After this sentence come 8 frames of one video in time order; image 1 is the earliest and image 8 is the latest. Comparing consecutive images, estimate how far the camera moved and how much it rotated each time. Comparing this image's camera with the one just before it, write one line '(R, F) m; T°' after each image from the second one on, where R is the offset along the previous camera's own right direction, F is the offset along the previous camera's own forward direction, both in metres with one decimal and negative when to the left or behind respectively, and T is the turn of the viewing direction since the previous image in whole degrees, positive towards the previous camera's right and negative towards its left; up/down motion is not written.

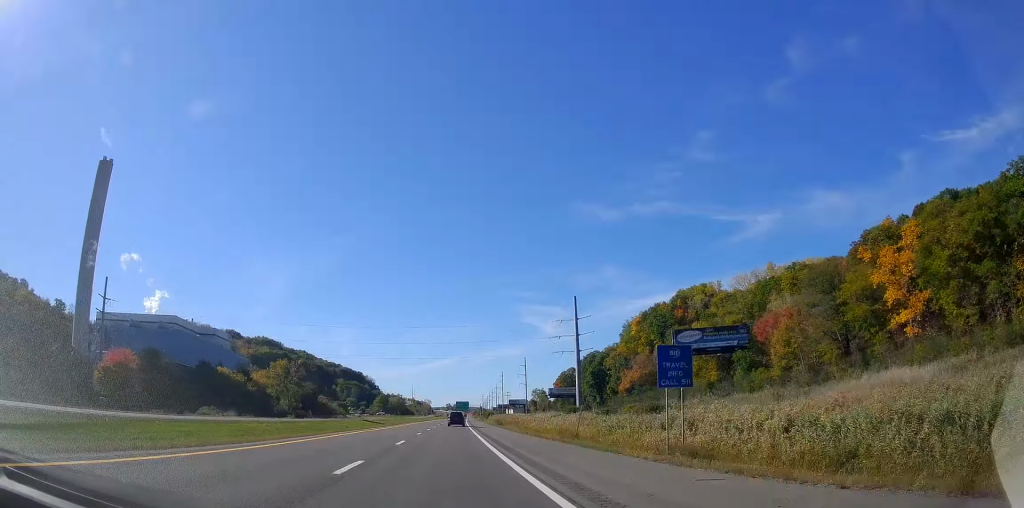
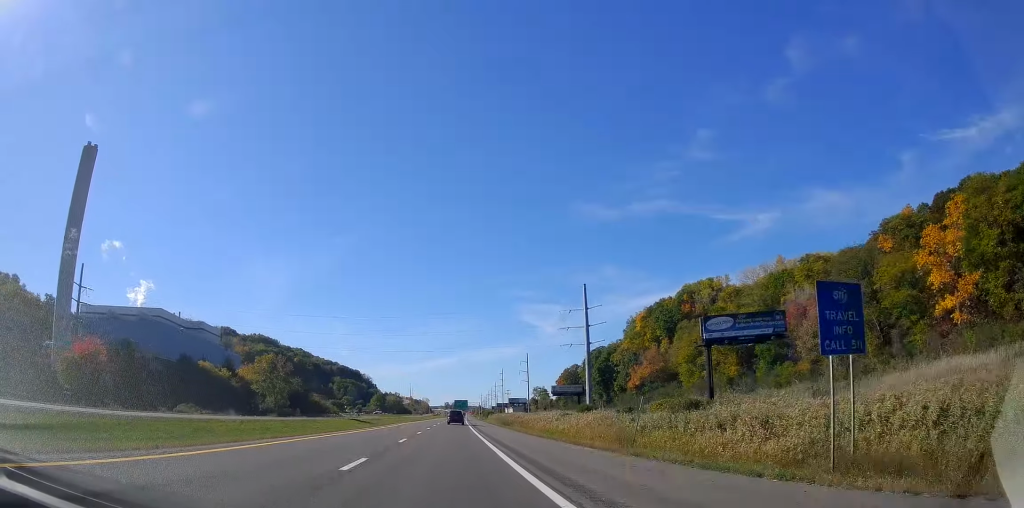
(+0.1, +11.6) m; 0°
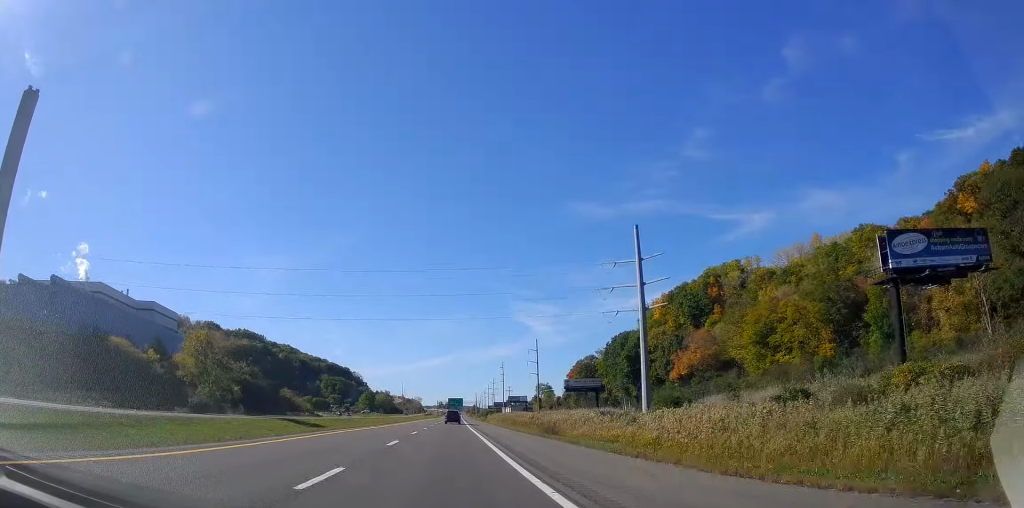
(0.0, +39.4) m; 0°
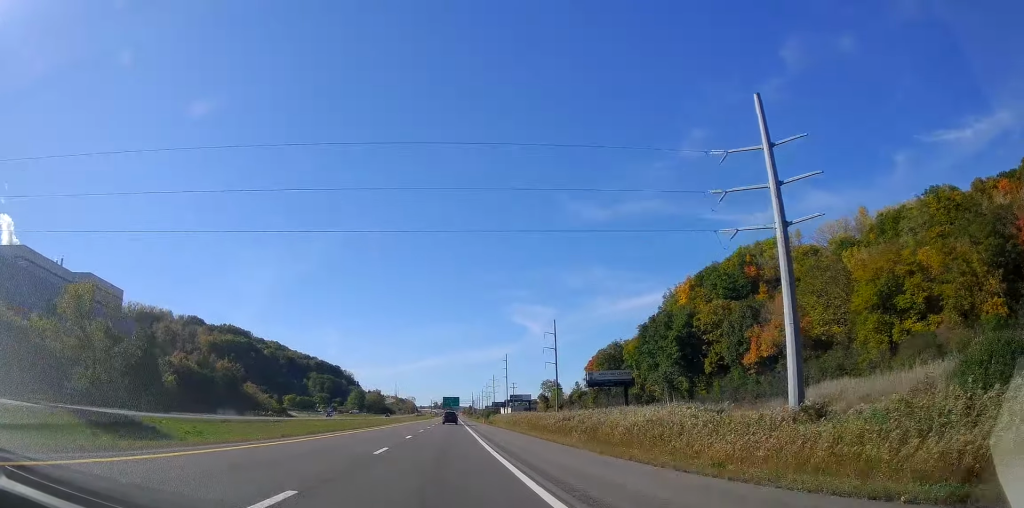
(-0.1, +39.3) m; 0°
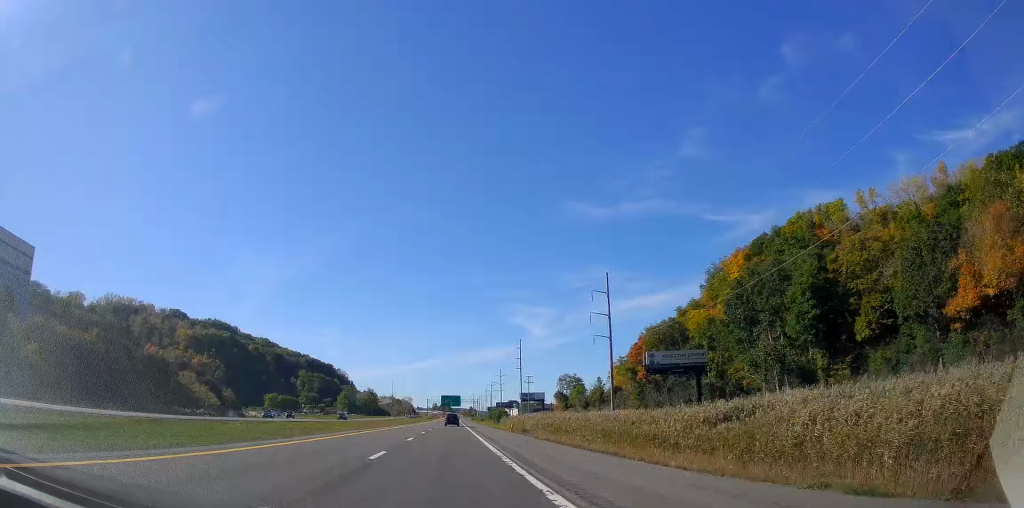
(0.0, +50.0) m; 0°
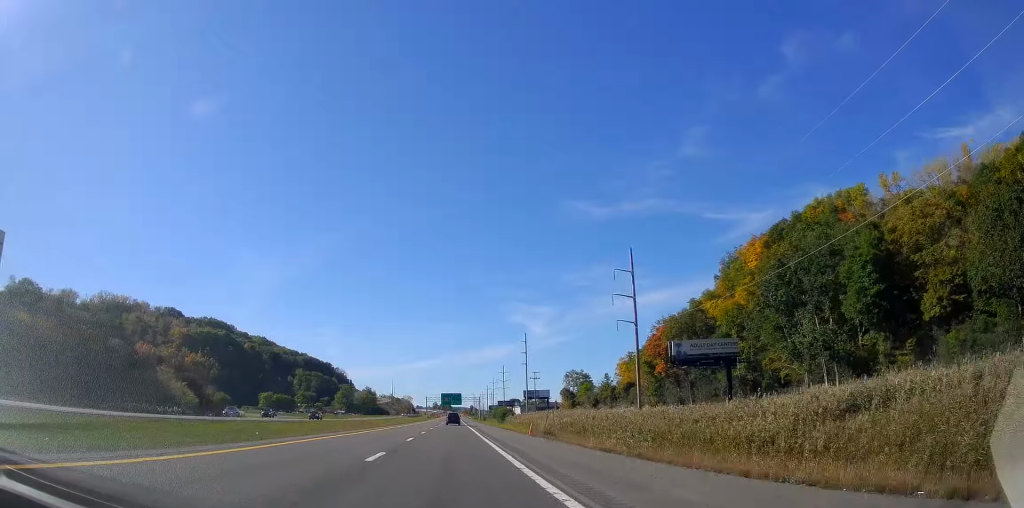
(0.0, +13.5) m; 0°
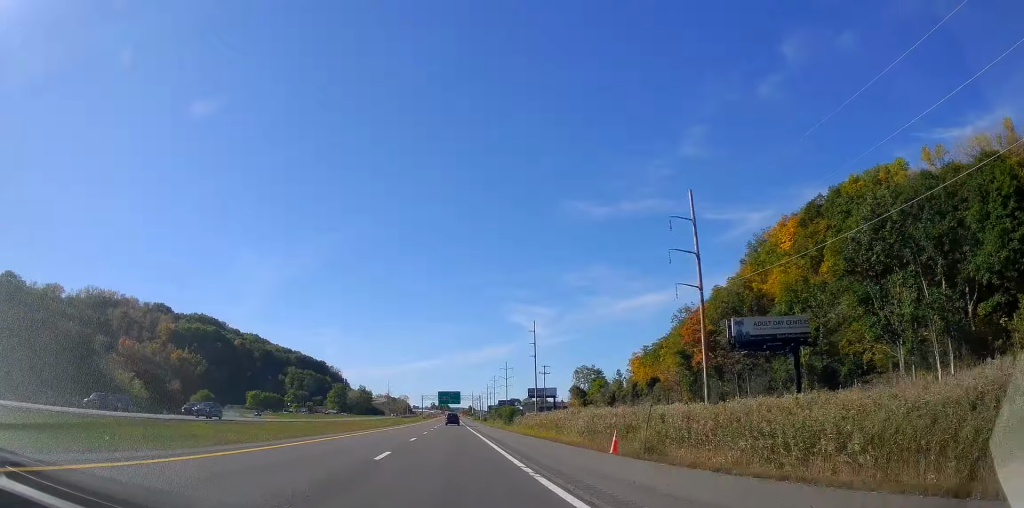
(+0.1, +23.1) m; 0°
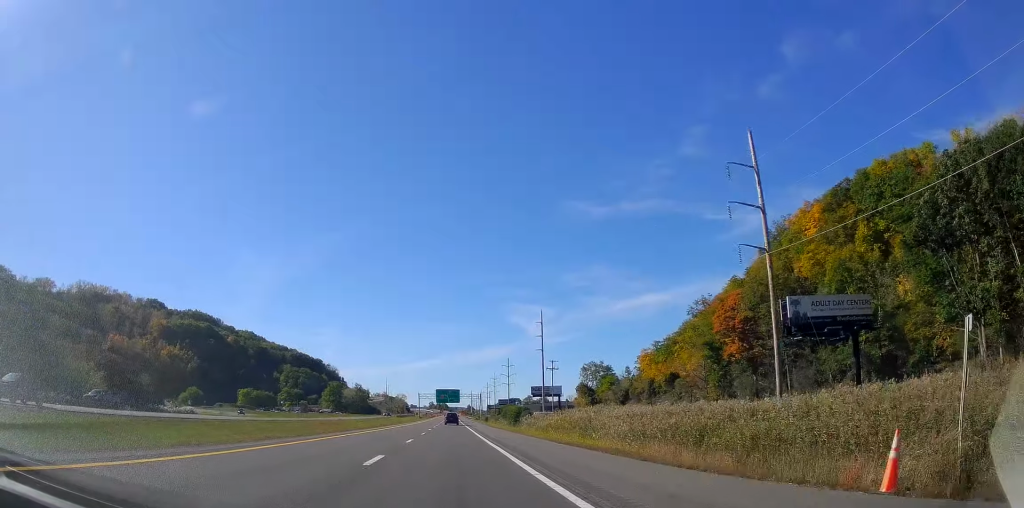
(0.0, +14.5) m; 0°
